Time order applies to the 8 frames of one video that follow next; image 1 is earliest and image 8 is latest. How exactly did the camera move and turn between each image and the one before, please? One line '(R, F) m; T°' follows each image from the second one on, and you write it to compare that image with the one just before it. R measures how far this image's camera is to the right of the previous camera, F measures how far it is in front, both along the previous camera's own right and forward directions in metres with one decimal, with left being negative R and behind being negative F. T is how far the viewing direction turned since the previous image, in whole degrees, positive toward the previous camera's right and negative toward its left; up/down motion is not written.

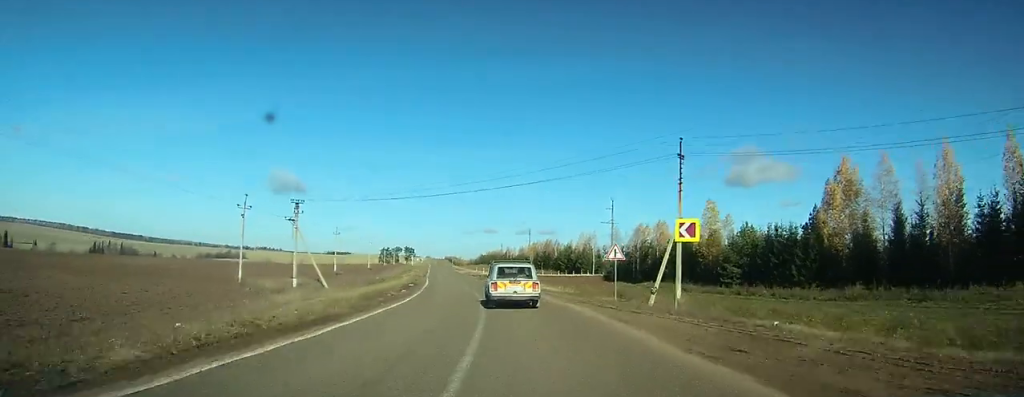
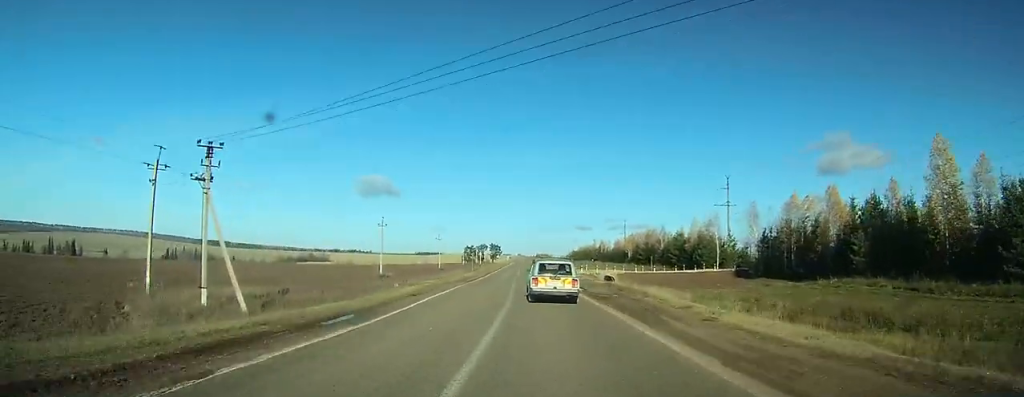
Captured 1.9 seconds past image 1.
(-2.8, +28.3) m; -10°
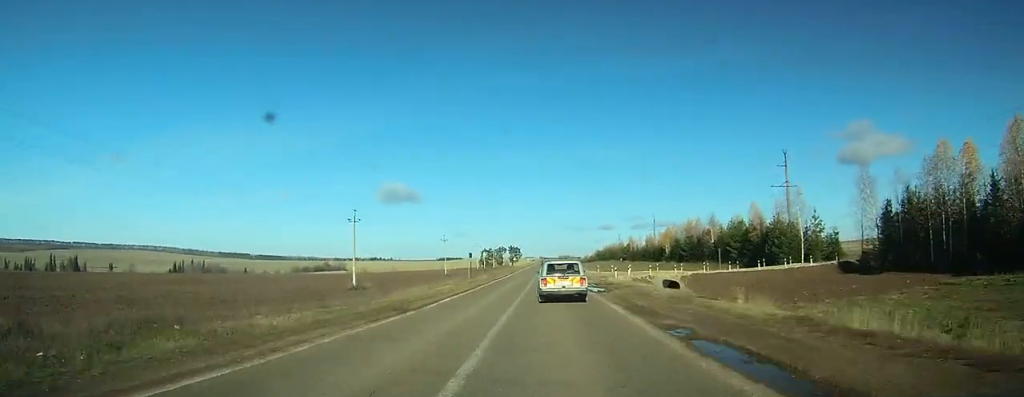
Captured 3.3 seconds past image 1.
(-1.2, +23.3) m; -5°
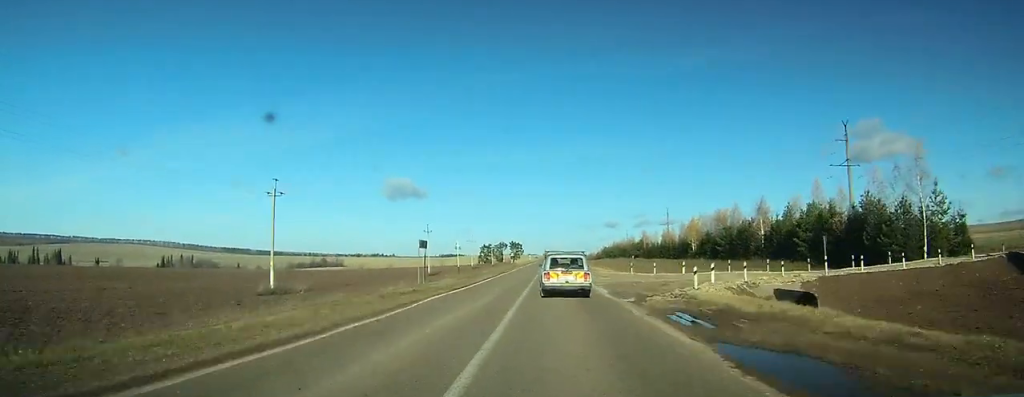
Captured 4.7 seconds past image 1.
(-0.9, +22.6) m; -2°
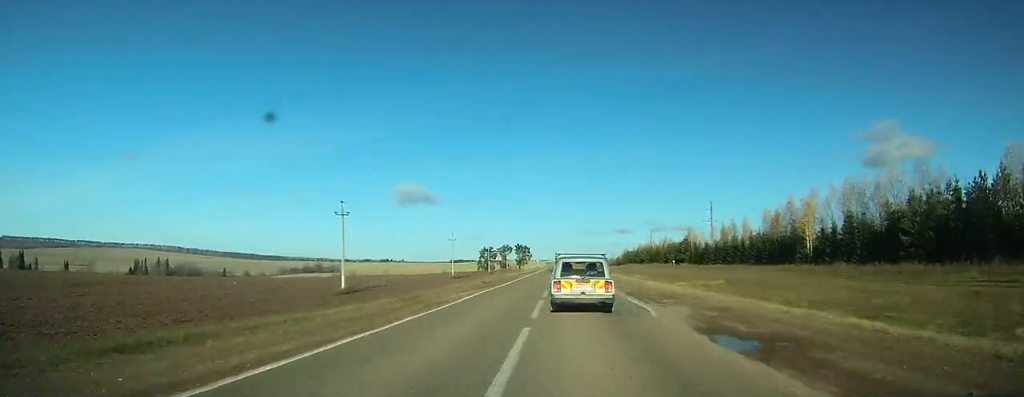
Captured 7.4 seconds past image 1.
(-1.2, +50.6) m; -2°
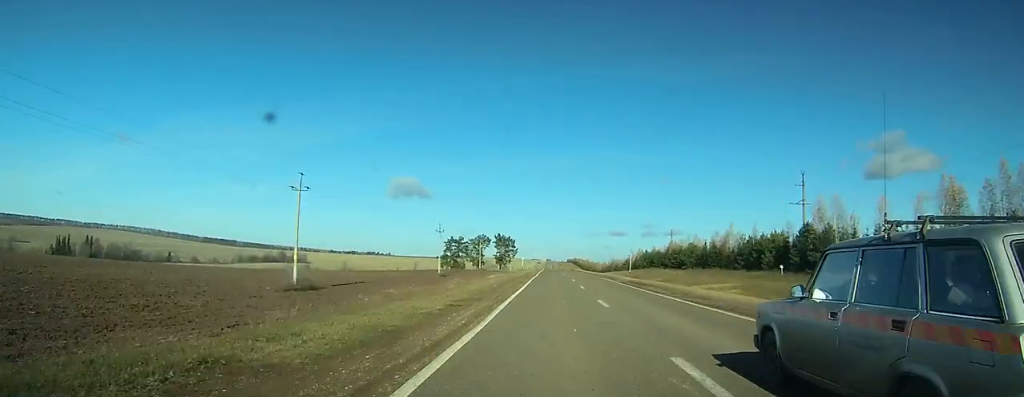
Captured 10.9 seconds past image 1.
(-0.9, +75.1) m; 0°
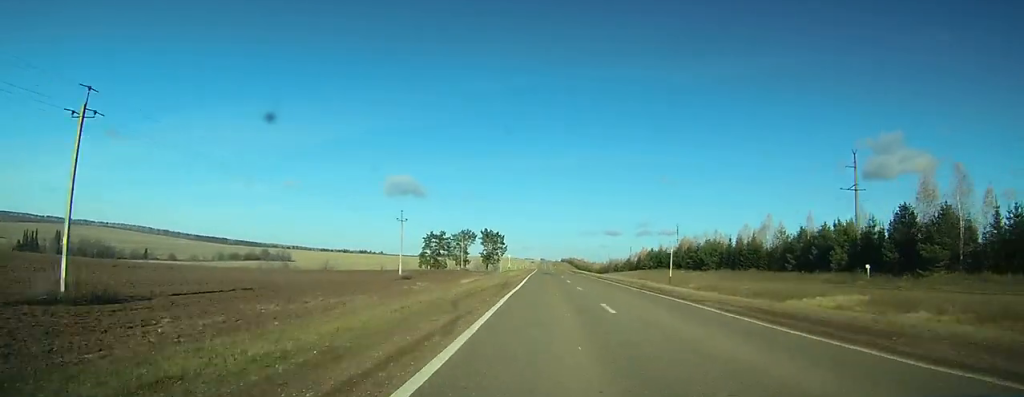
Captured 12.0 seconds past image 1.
(+0.2, +25.1) m; 0°
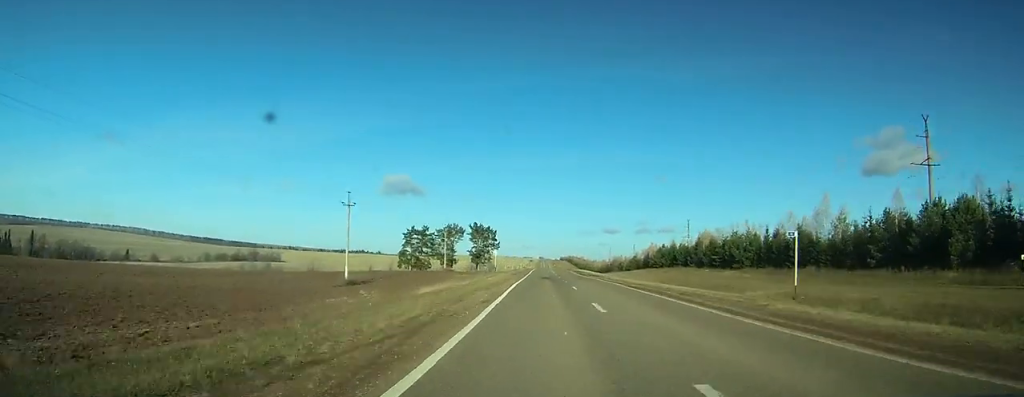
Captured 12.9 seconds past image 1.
(+0.1, +22.1) m; 0°
